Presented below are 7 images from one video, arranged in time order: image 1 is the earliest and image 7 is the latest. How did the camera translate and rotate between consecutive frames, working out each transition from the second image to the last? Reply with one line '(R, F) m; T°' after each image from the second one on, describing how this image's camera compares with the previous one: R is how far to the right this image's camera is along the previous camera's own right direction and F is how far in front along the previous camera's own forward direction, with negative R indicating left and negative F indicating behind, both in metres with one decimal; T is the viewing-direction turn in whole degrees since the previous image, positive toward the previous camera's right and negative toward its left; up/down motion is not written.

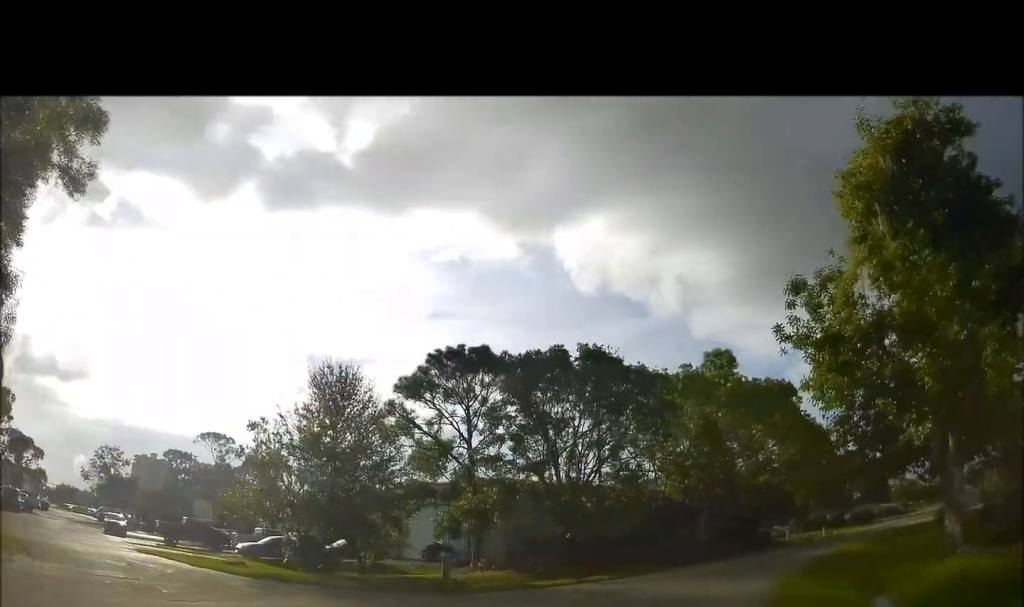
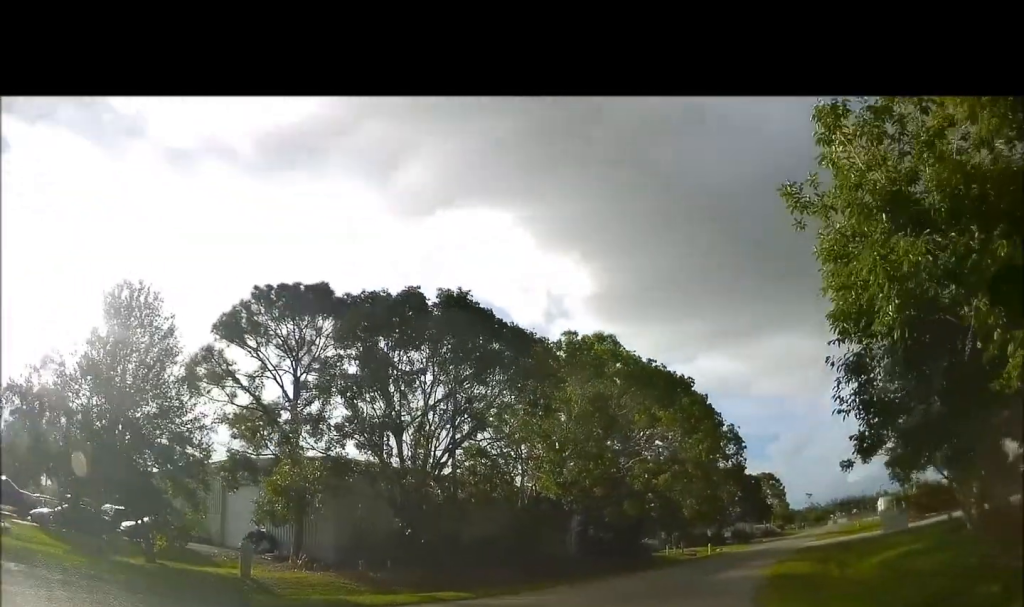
(+1.1, +6.9) m; +18°
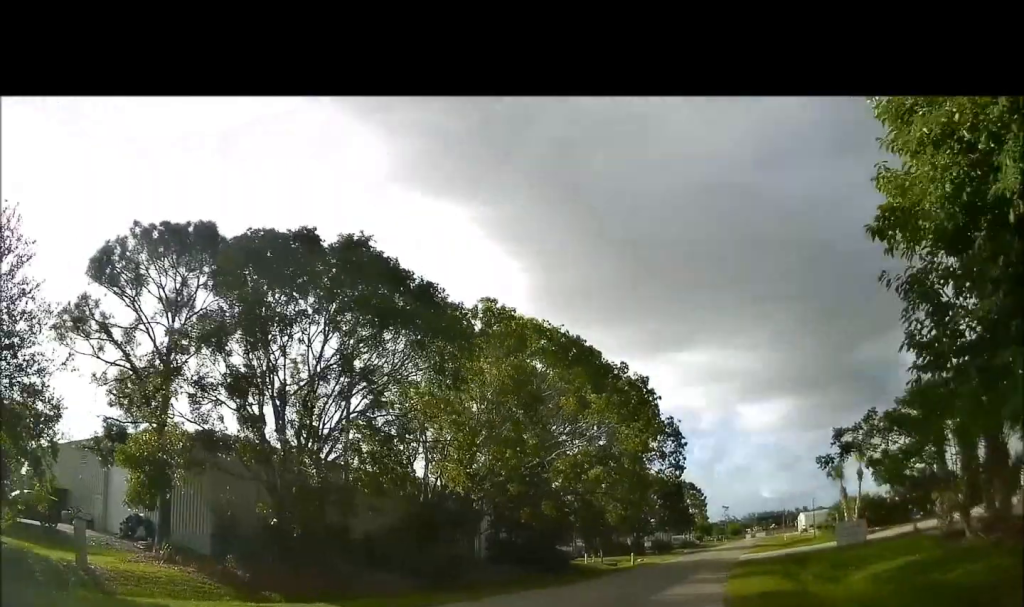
(+0.4, +4.3) m; +10°
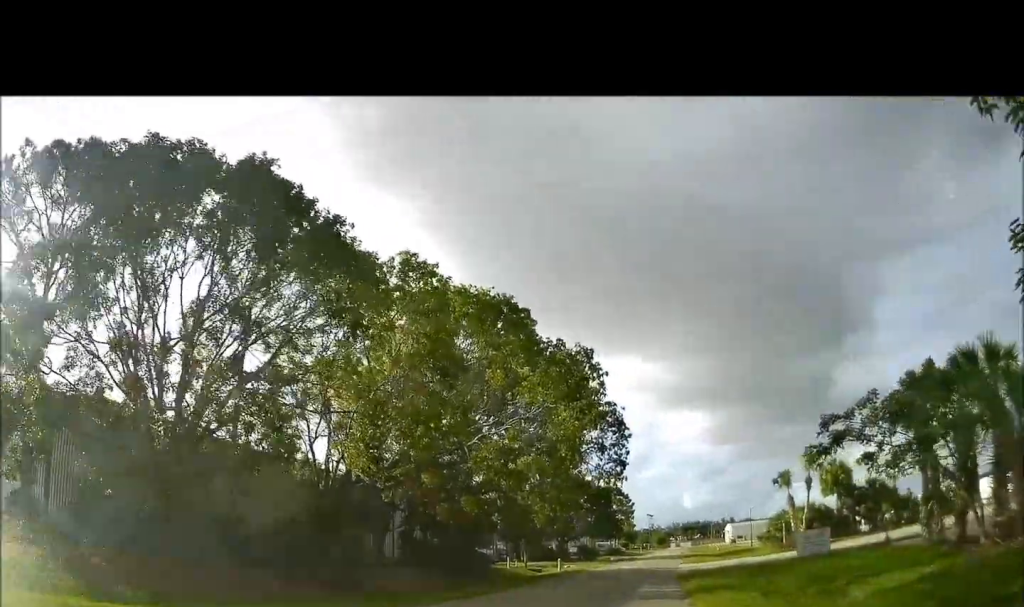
(+0.3, +3.9) m; +7°
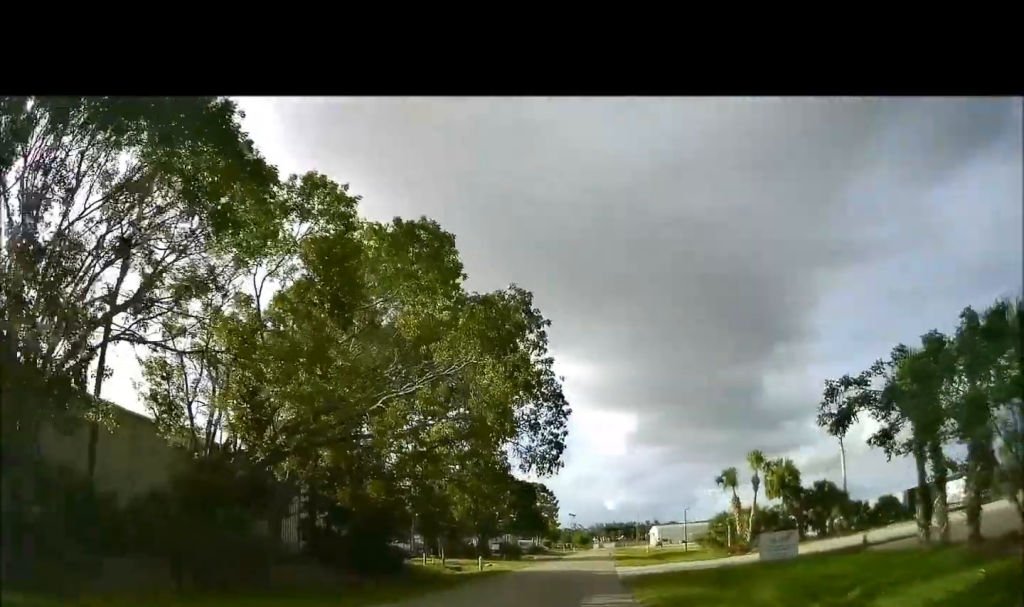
(+0.3, +4.0) m; +7°
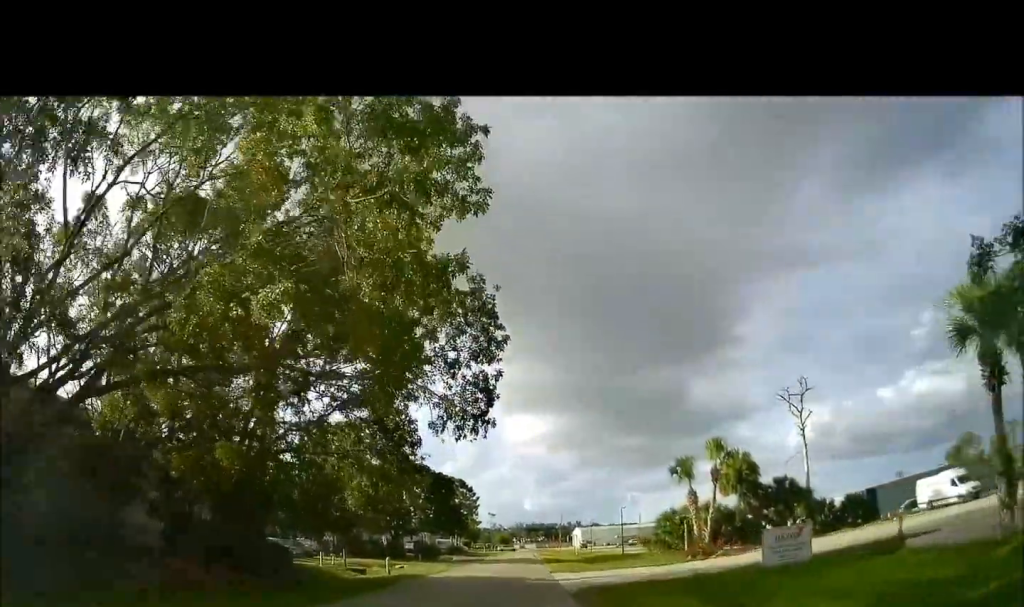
(+0.7, +6.6) m; +13°
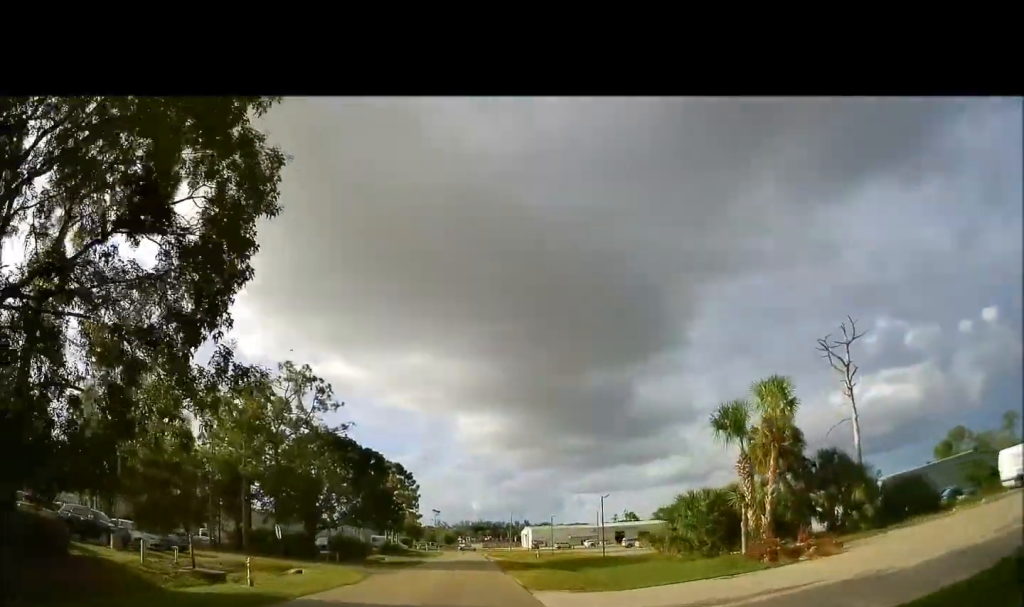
(+1.9, +13.4) m; +8°
